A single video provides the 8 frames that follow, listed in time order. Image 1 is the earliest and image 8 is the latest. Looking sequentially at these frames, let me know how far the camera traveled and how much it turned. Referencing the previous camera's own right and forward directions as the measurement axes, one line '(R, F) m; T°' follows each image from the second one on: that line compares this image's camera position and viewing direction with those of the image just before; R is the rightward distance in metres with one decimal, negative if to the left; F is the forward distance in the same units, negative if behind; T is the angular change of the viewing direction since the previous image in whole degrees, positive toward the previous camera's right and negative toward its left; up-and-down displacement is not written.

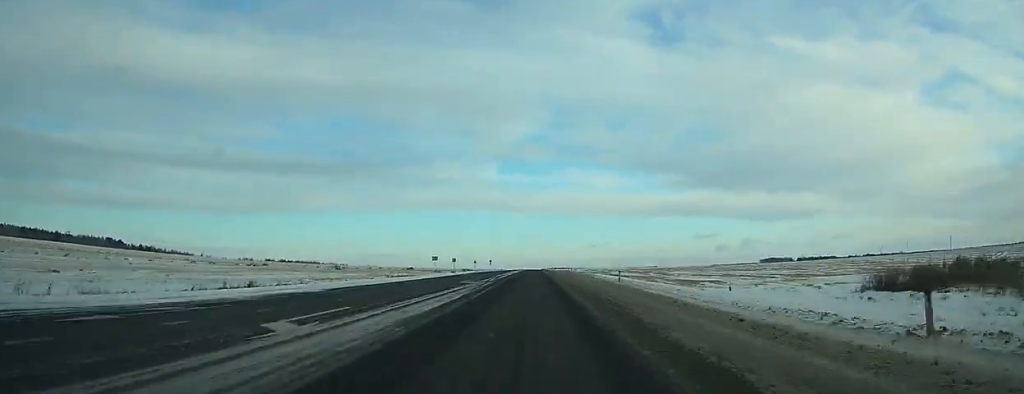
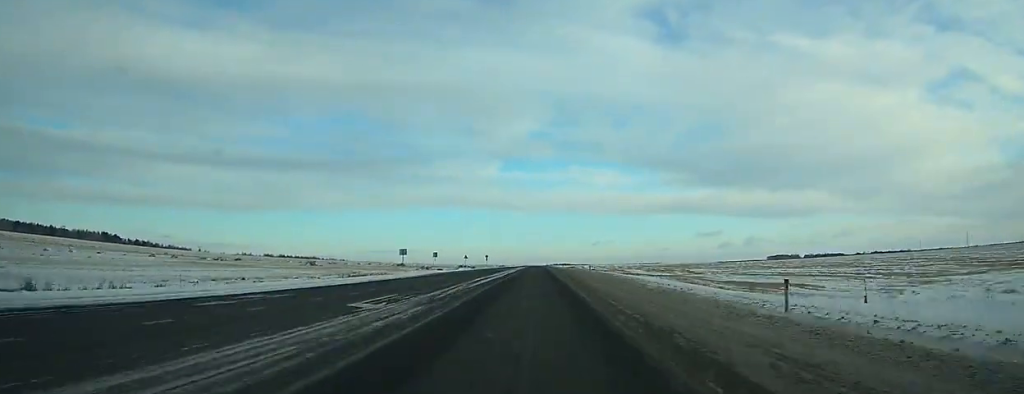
(0.0, +24.9) m; 0°
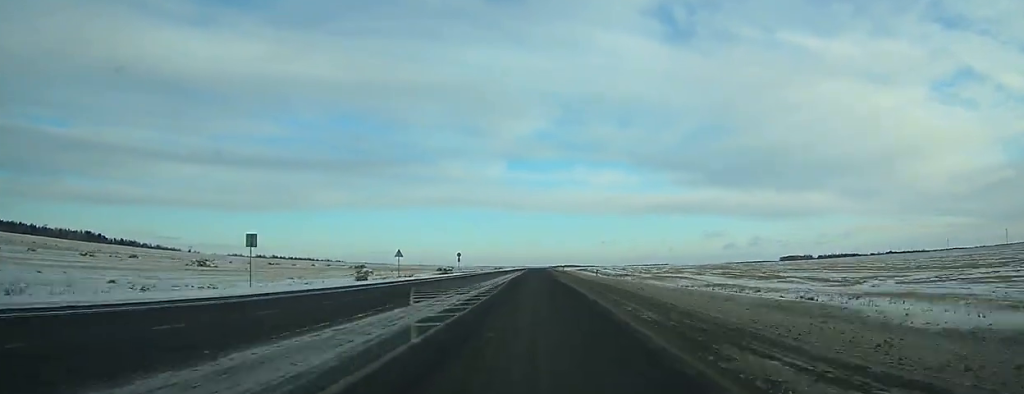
(-0.2, +60.0) m; 0°
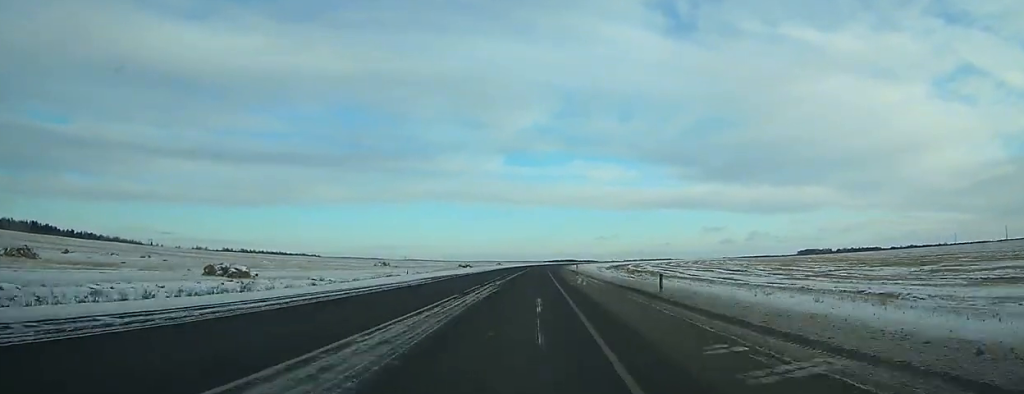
(-0.4, +130.8) m; 0°
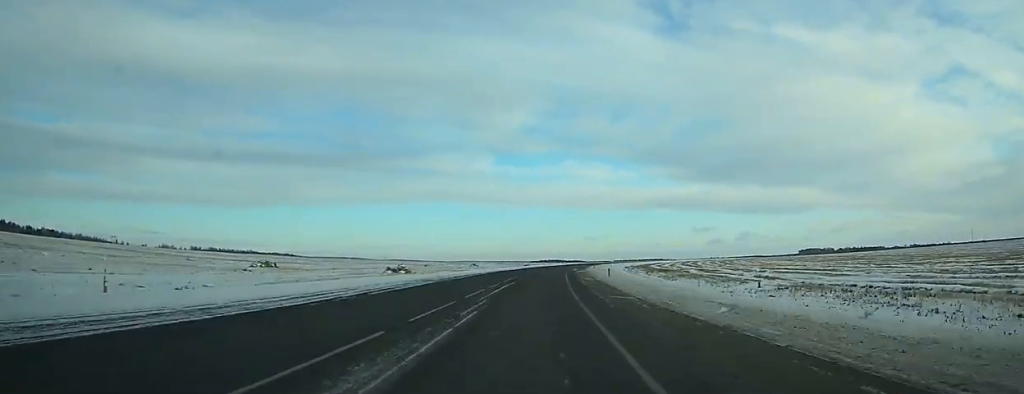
(+0.6, +74.9) m; +1°
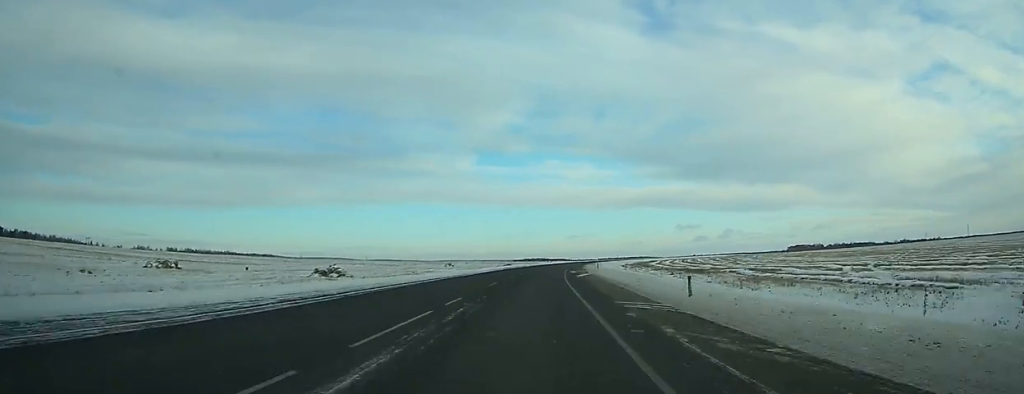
(+0.3, +27.7) m; +1°
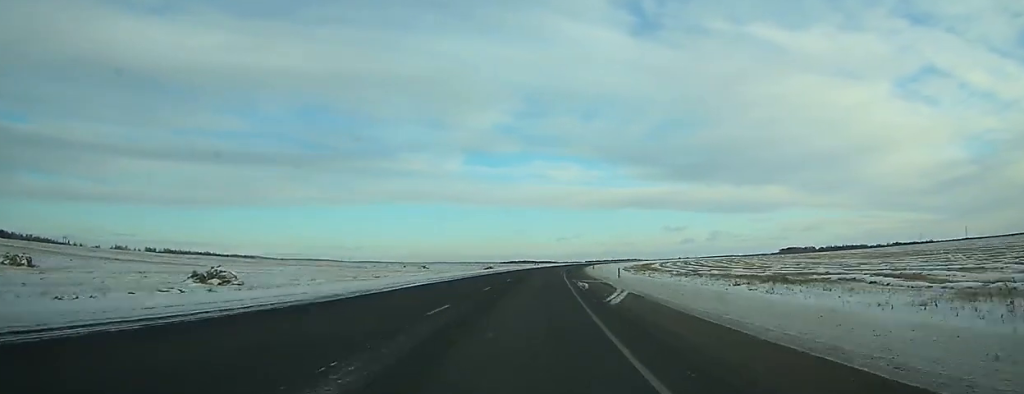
(+0.1, +26.1) m; +1°
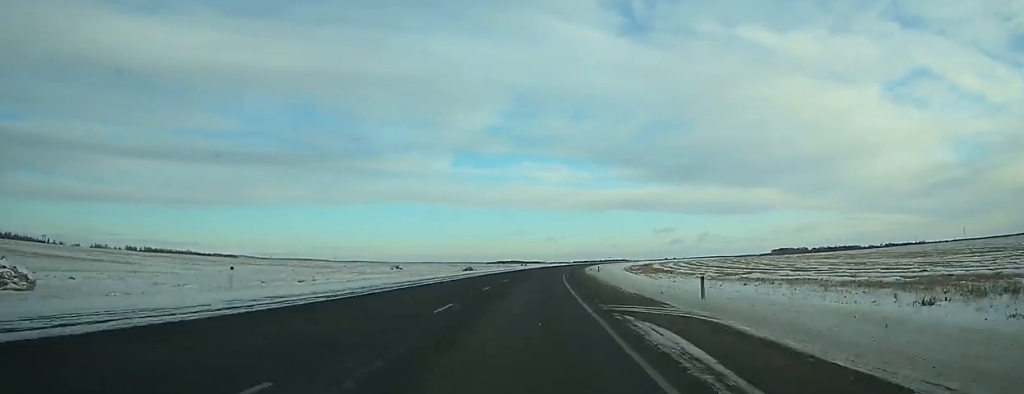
(+0.3, +23.1) m; +1°
